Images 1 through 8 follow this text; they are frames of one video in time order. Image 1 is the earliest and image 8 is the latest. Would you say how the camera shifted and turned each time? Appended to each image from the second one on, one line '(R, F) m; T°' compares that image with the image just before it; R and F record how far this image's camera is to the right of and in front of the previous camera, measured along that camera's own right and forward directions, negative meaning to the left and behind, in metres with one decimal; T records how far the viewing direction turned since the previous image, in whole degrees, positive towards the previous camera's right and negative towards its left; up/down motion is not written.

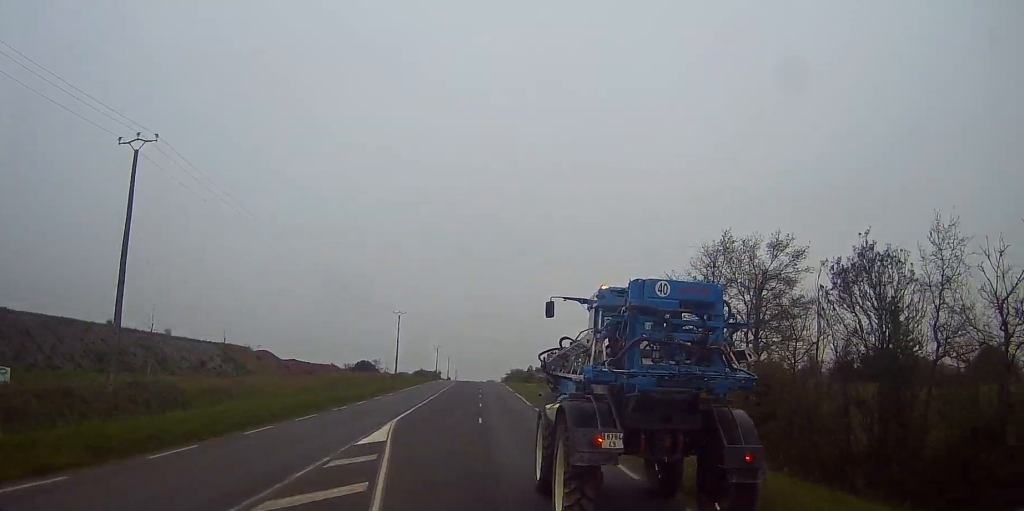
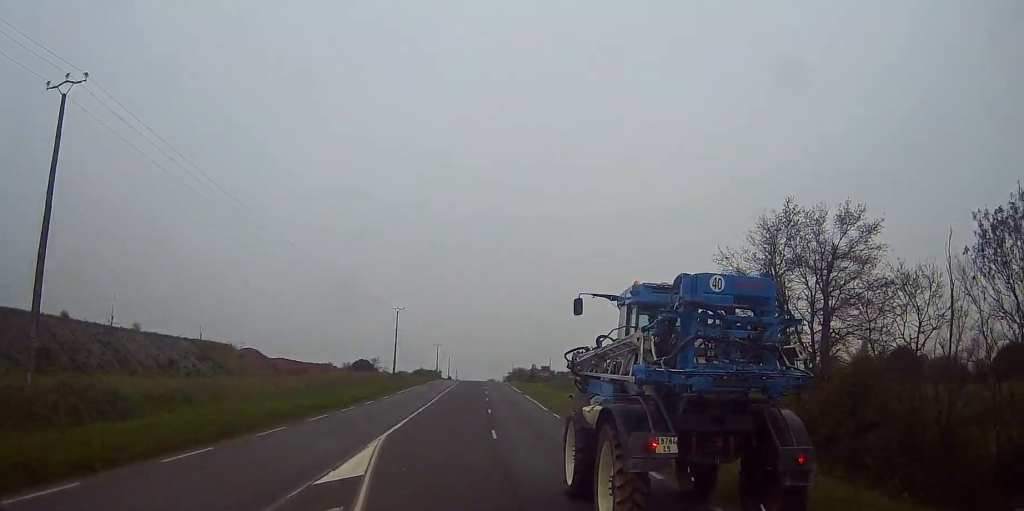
(0.0, +6.6) m; 0°
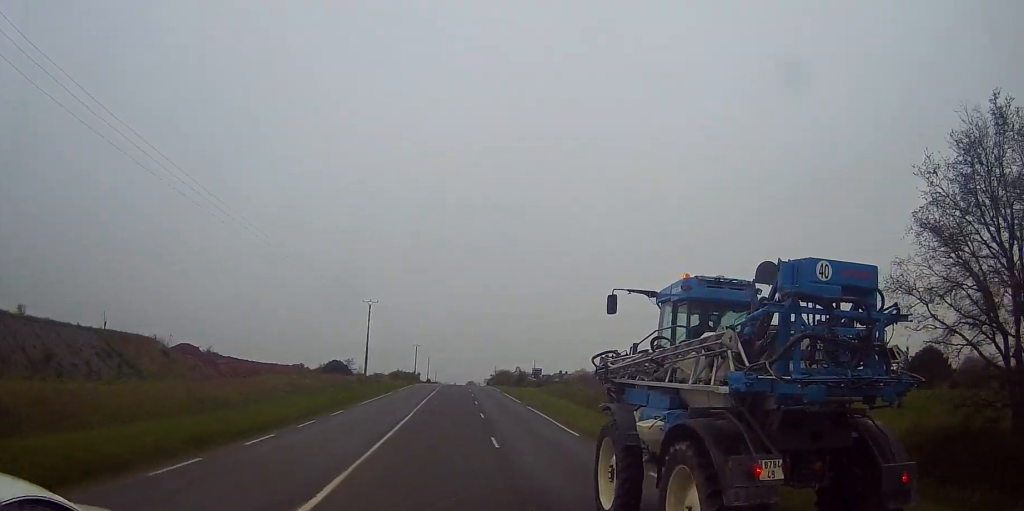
(0.0, +14.2) m; 0°
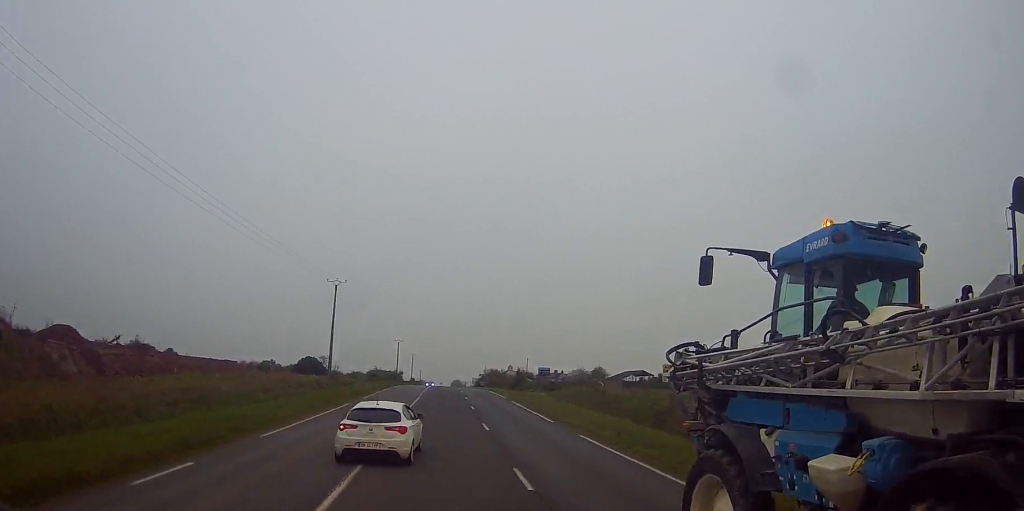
(+0.4, +20.5) m; +2°
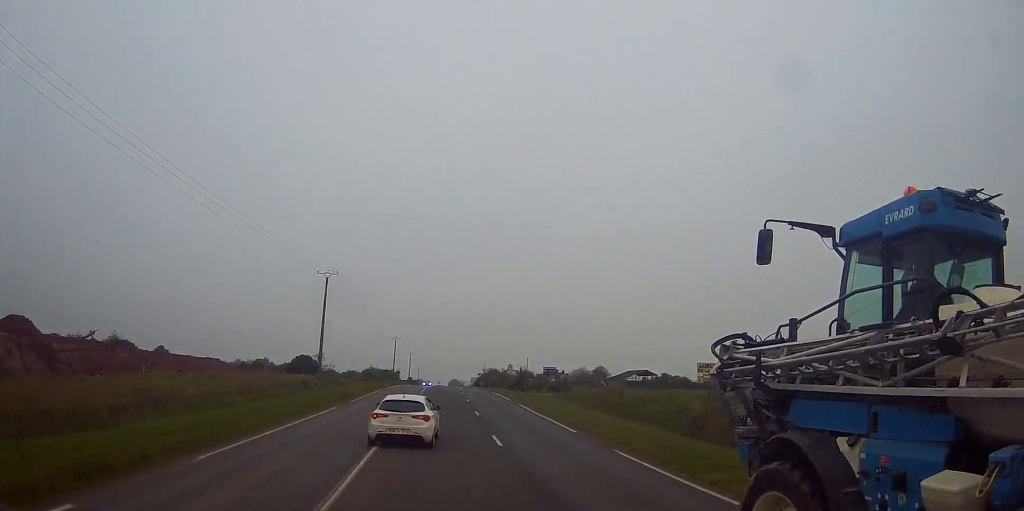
(0.0, +5.5) m; 0°
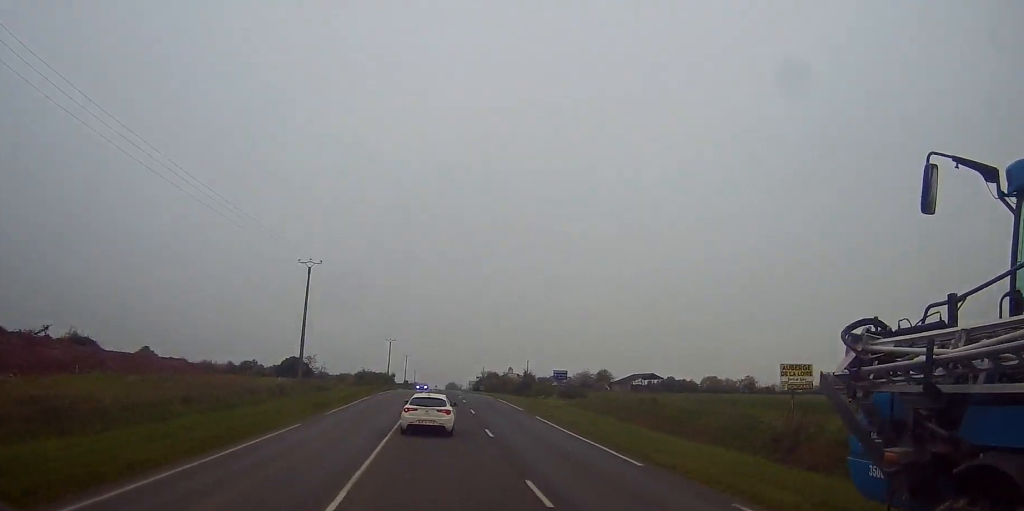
(0.0, +8.7) m; 0°
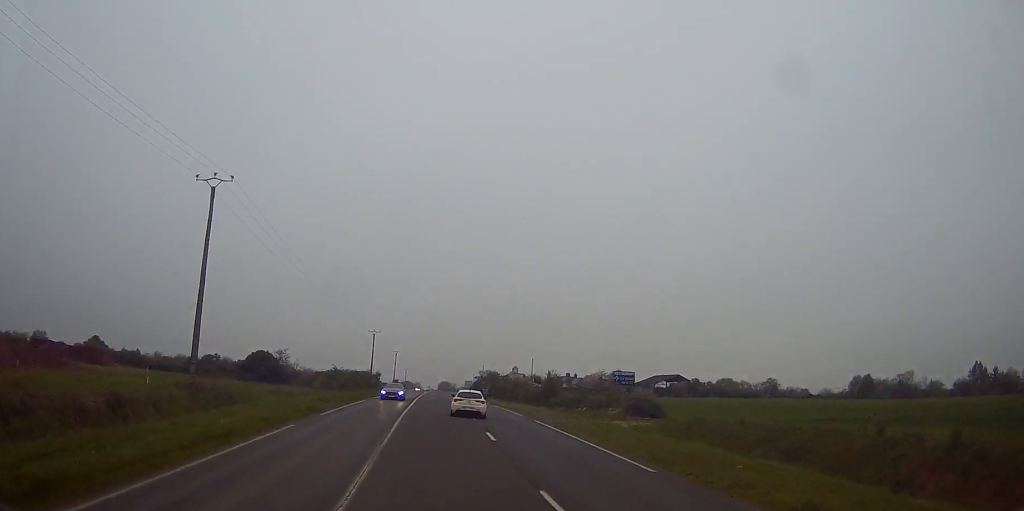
(-0.1, +26.9) m; +2°
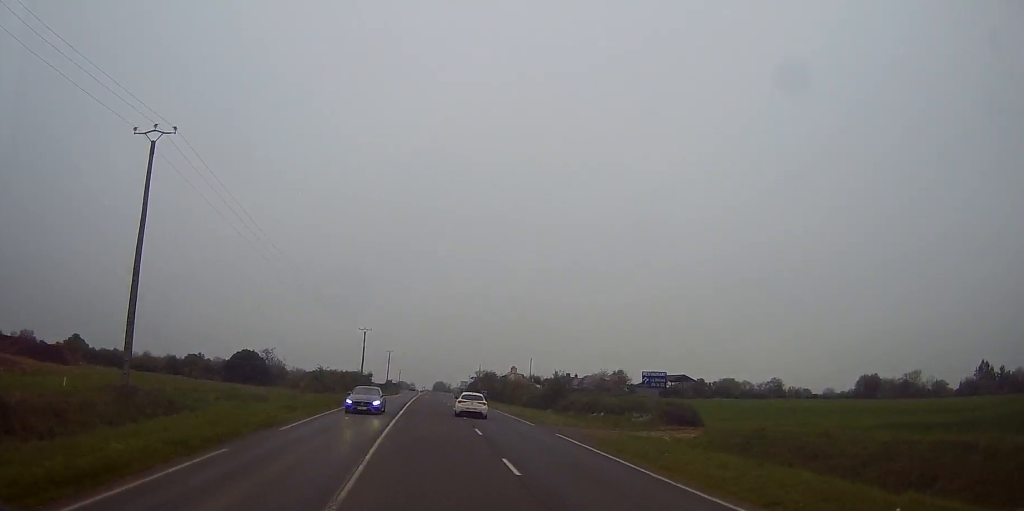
(+0.3, +7.7) m; +1°
